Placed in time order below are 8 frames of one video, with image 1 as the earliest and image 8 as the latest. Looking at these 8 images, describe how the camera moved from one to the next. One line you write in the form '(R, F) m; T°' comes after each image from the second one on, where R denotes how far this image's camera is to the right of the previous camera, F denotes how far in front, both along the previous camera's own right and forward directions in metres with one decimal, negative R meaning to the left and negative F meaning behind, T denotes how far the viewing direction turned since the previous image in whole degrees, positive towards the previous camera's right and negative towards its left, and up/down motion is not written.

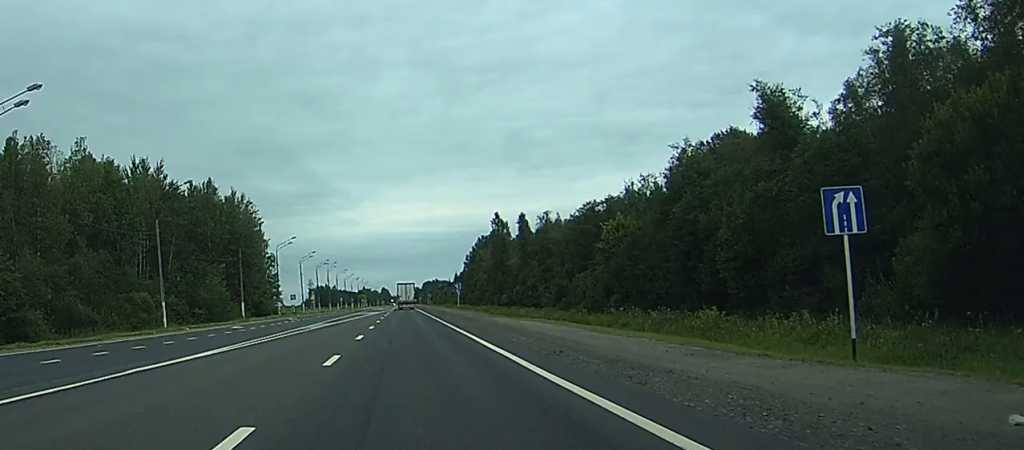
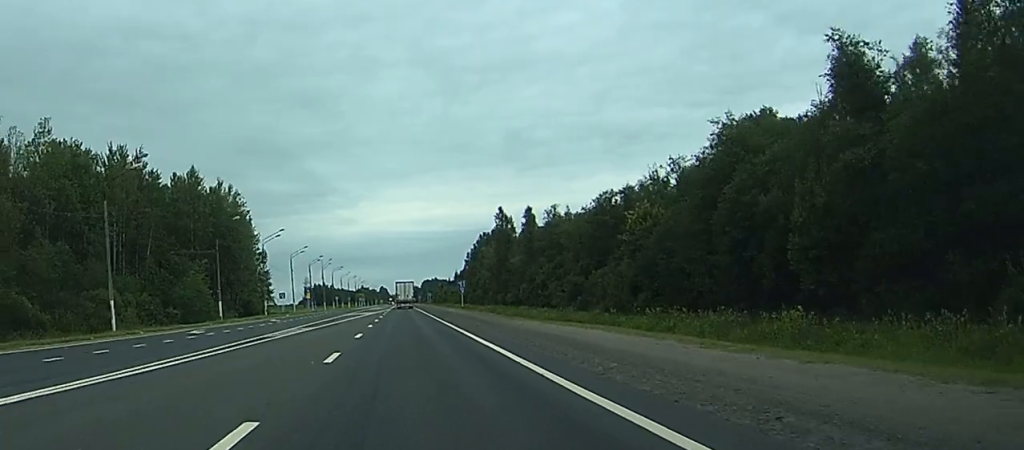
(0.0, +11.6) m; 0°
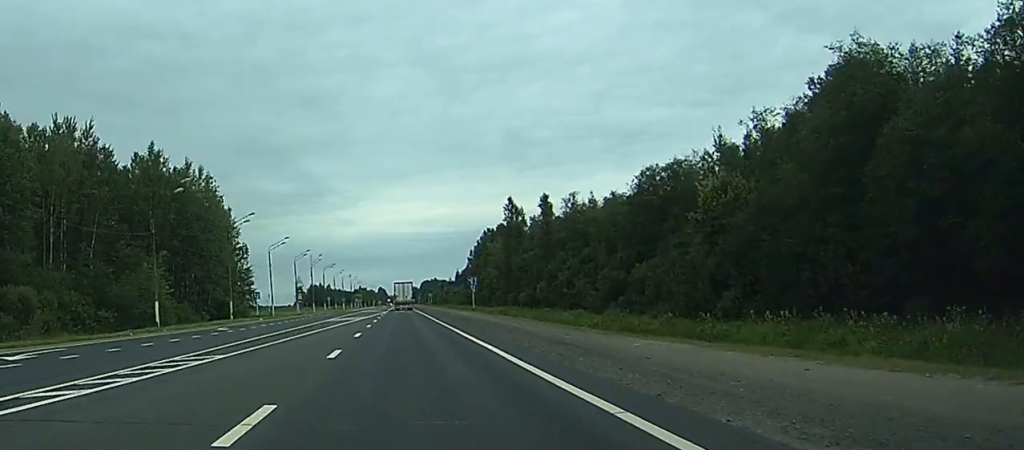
(0.0, +22.4) m; 0°
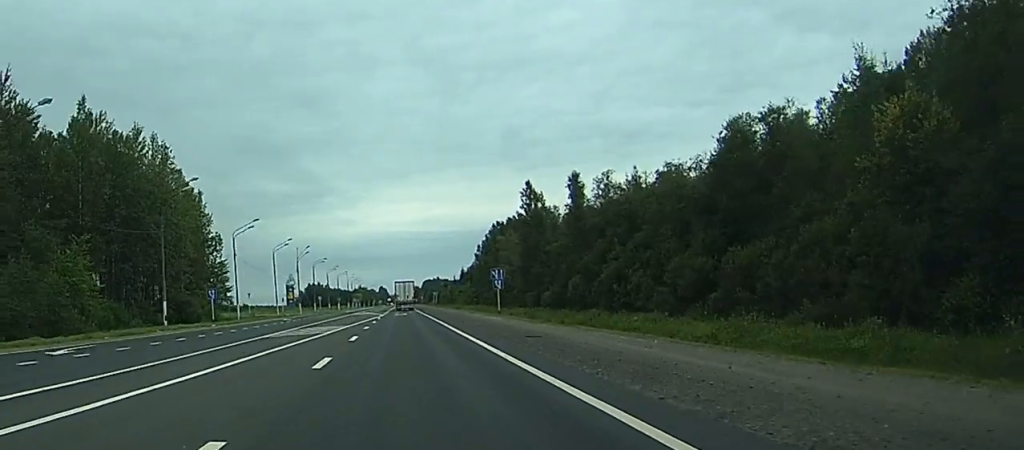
(0.0, +27.0) m; 0°
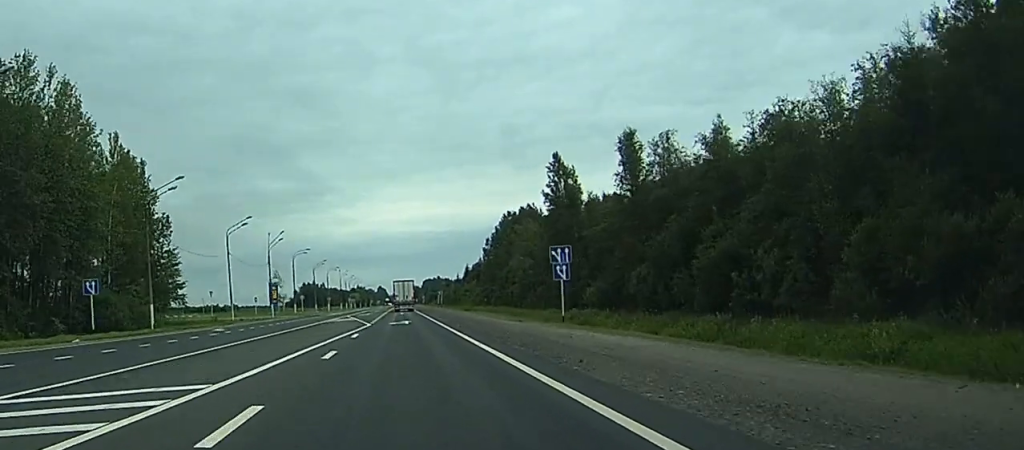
(-0.1, +33.4) m; -1°
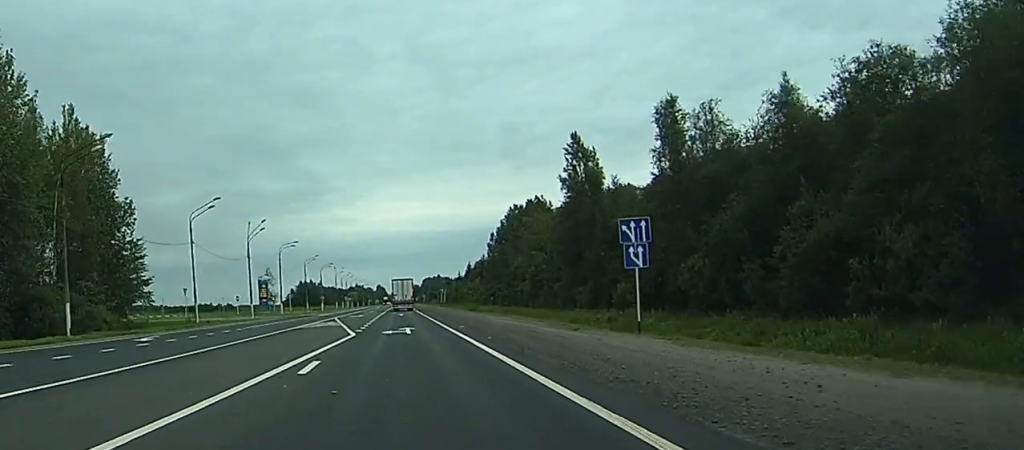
(-0.1, +16.2) m; 0°
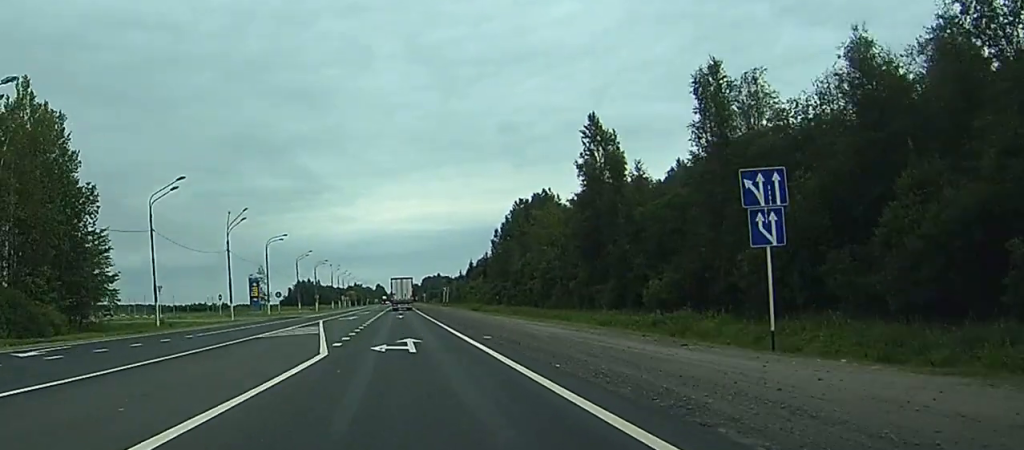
(-0.2, +12.5) m; 0°
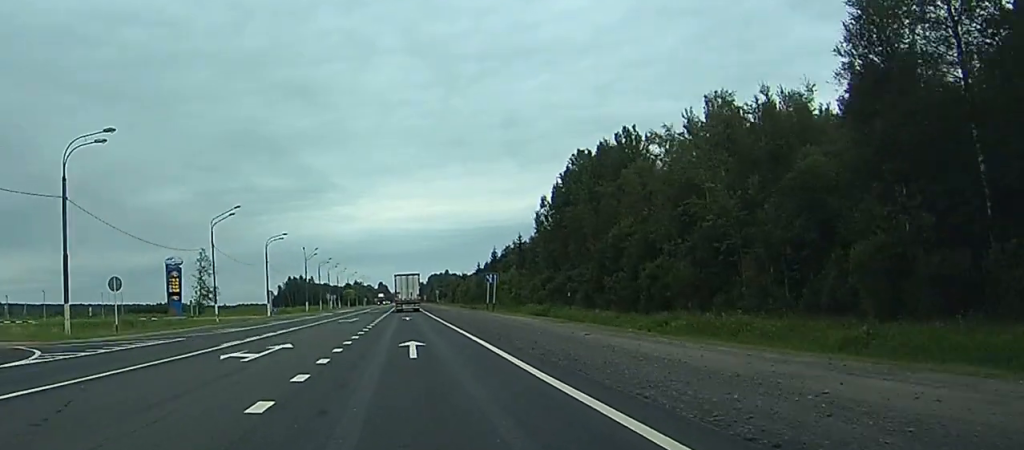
(+0.9, +74.6) m; 0°
